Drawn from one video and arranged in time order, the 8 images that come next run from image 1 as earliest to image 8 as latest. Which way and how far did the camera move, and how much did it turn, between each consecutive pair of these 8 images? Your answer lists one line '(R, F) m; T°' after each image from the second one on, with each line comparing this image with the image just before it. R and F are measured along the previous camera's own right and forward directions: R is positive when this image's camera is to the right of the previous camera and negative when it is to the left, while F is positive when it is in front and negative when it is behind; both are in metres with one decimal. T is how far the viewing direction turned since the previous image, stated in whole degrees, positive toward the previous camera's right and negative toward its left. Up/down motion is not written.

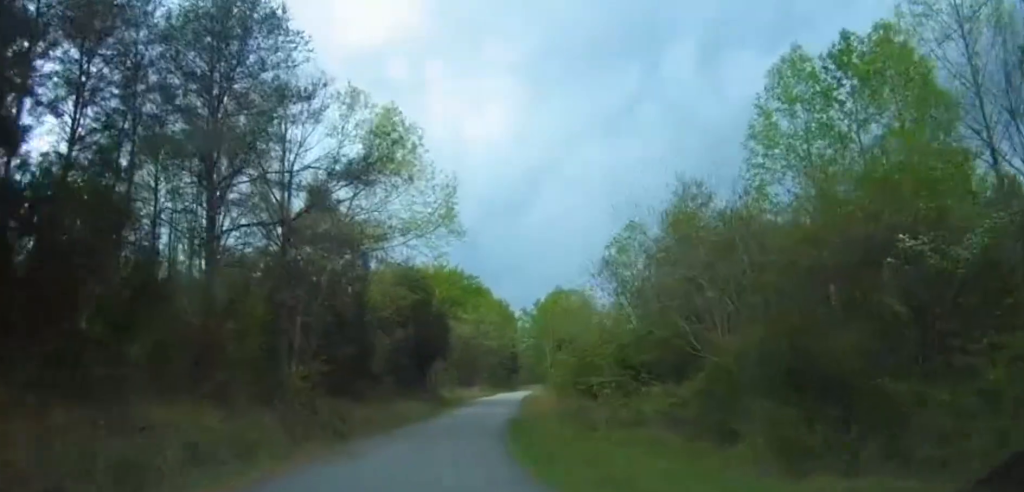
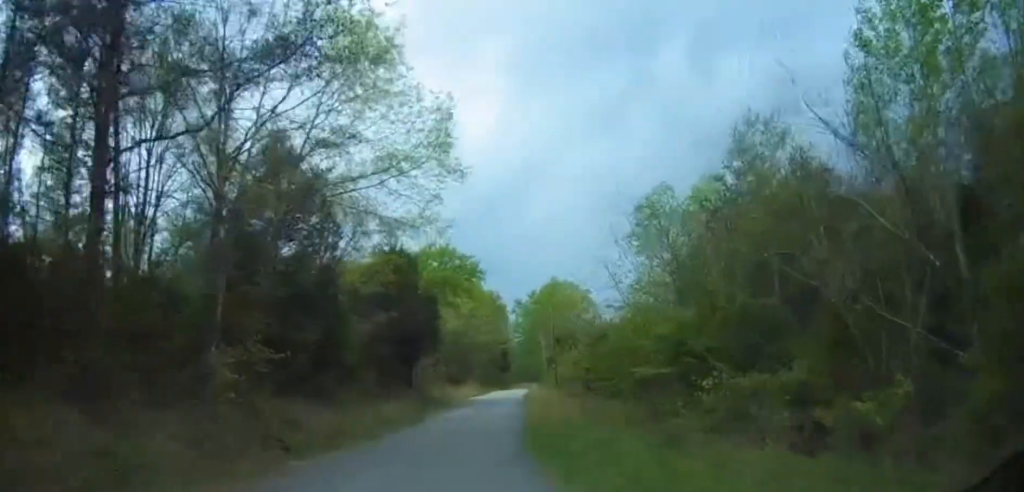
(+0.9, +7.6) m; +3°
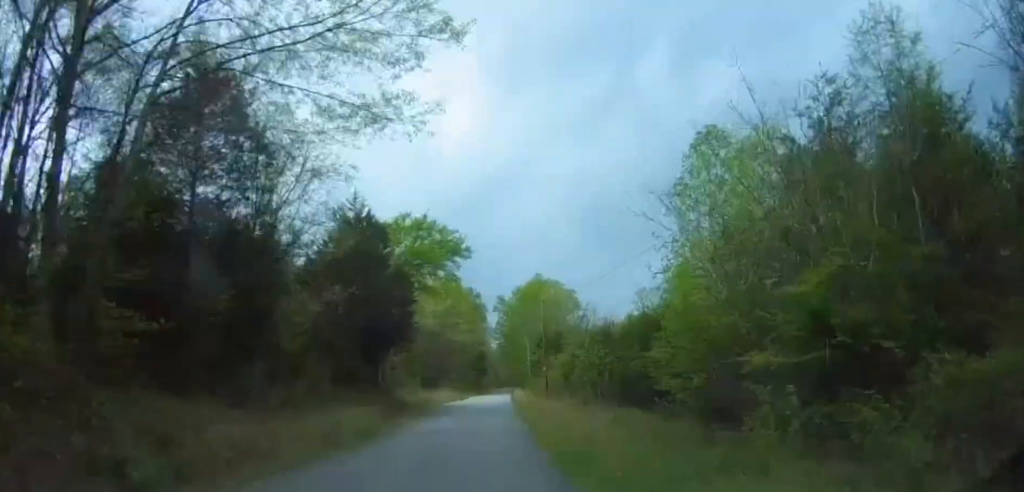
(-0.1, +8.7) m; +1°
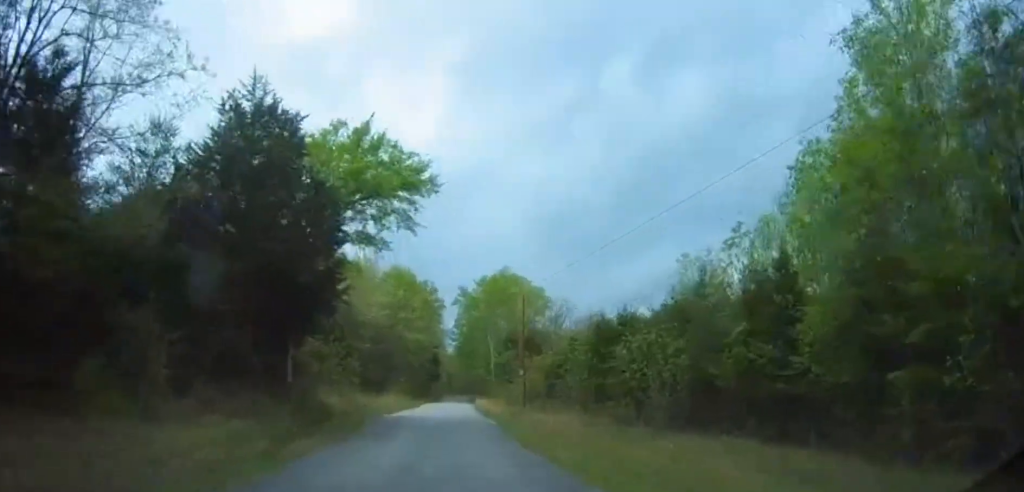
(+0.3, +13.5) m; +3°
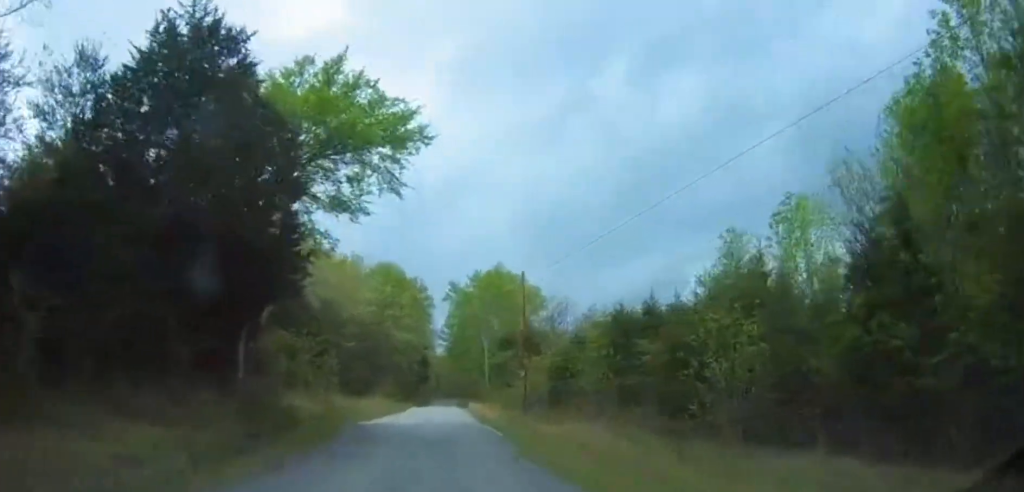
(0.0, +5.2) m; +2°
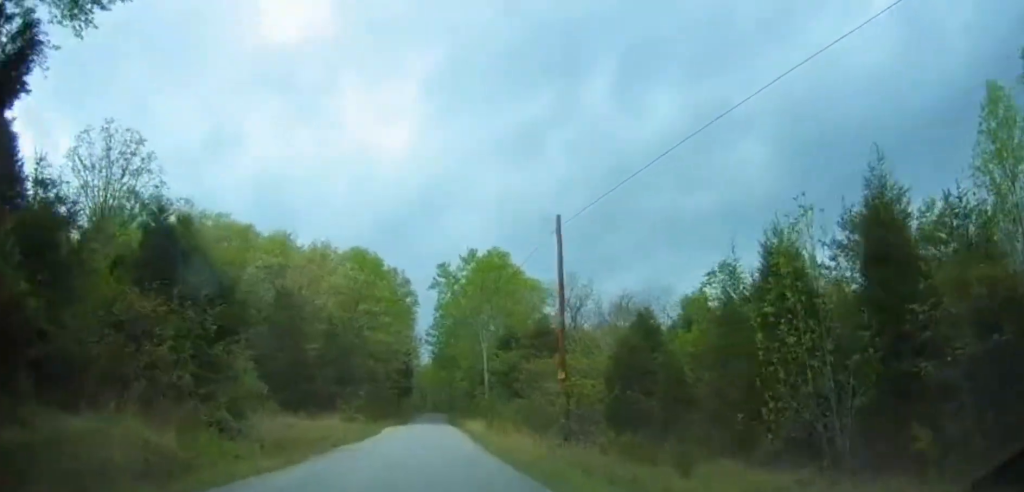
(+0.7, +15.2) m; +5°
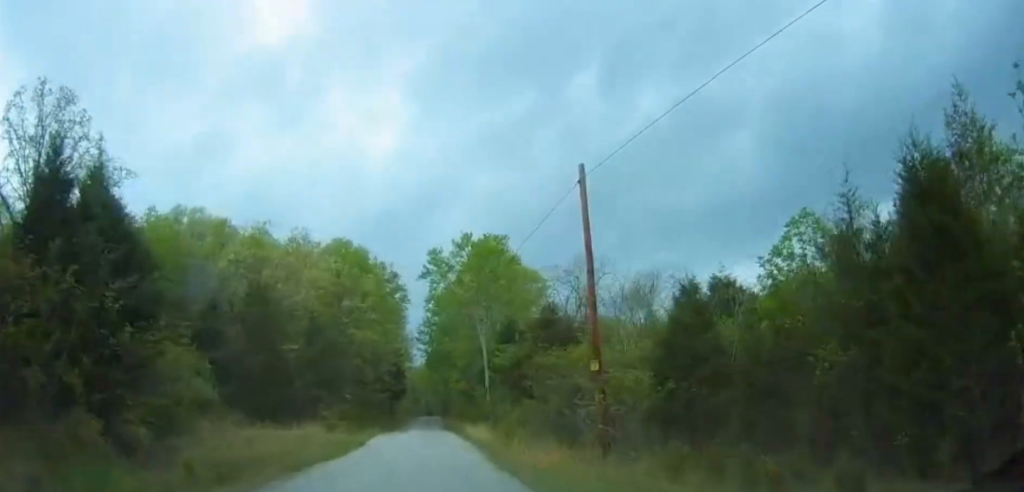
(0.0, +5.8) m; -1°
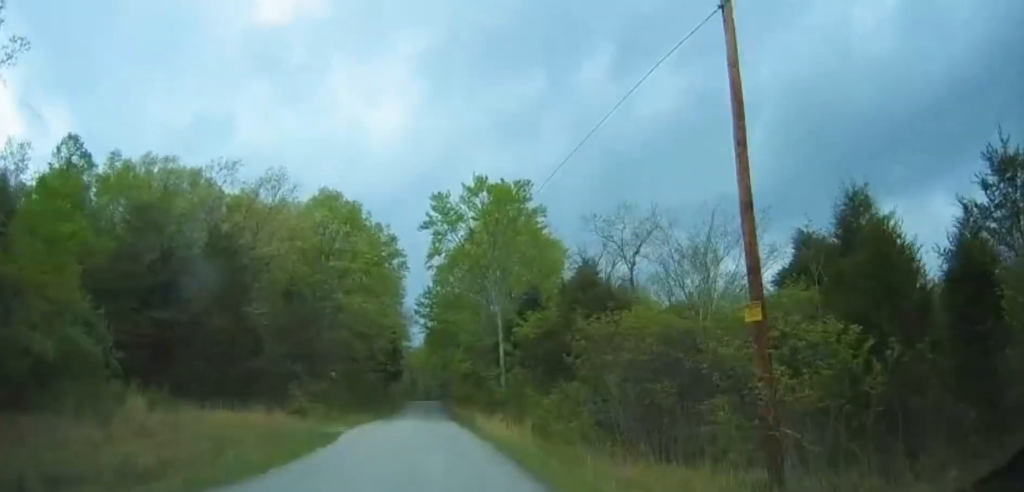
(-0.3, +10.1) m; -2°
